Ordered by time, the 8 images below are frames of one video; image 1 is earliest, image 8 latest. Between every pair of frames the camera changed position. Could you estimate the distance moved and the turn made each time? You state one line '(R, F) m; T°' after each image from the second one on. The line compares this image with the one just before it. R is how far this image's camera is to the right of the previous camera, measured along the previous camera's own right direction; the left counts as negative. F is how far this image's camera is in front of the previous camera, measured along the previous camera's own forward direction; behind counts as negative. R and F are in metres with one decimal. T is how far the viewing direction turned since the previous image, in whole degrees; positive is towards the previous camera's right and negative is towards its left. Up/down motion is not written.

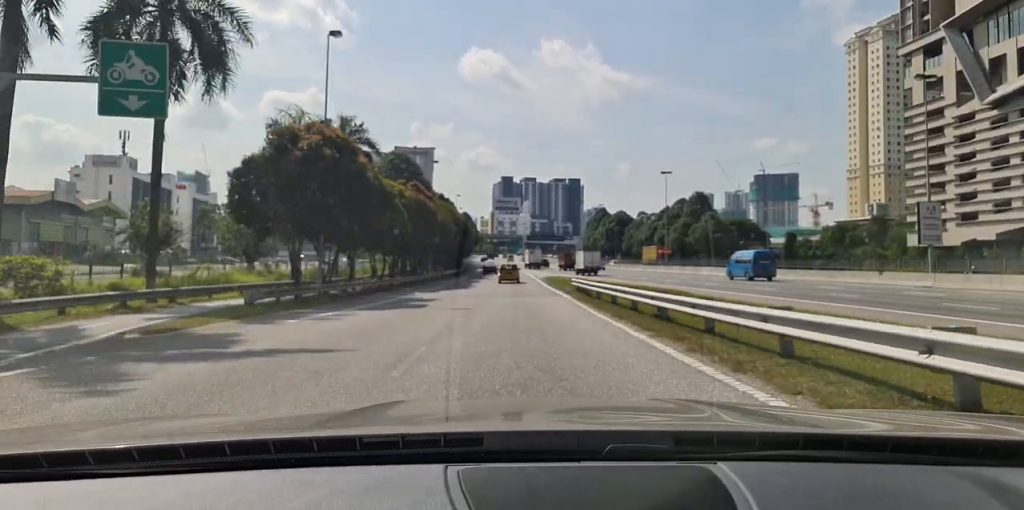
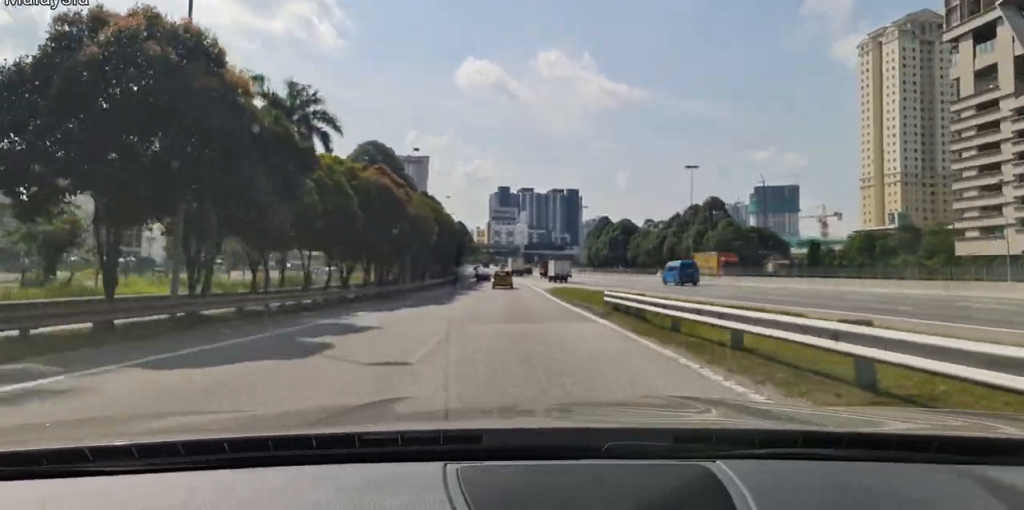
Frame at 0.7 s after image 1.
(-0.2, +12.2) m; +1°
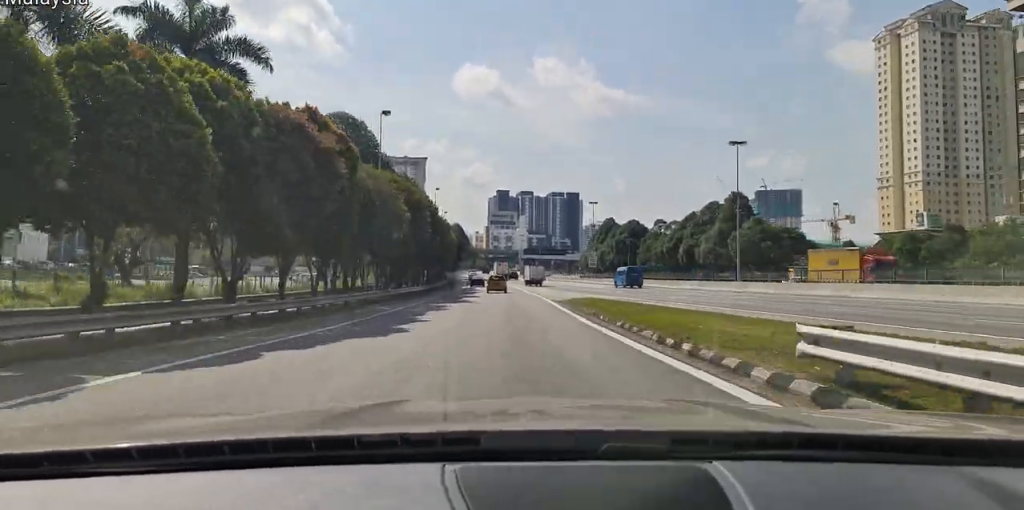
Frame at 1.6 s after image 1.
(+0.4, +15.7) m; 0°
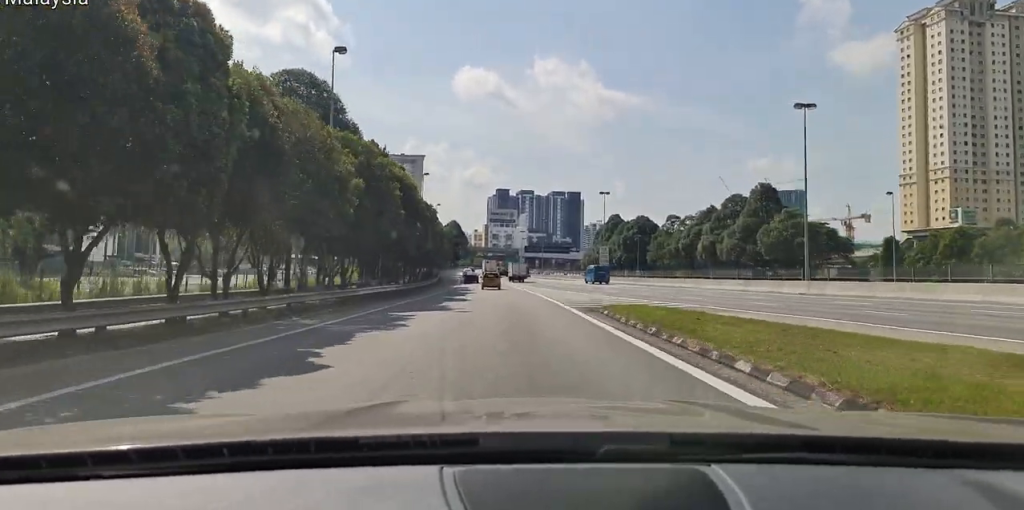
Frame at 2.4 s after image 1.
(-0.4, +14.4) m; -1°
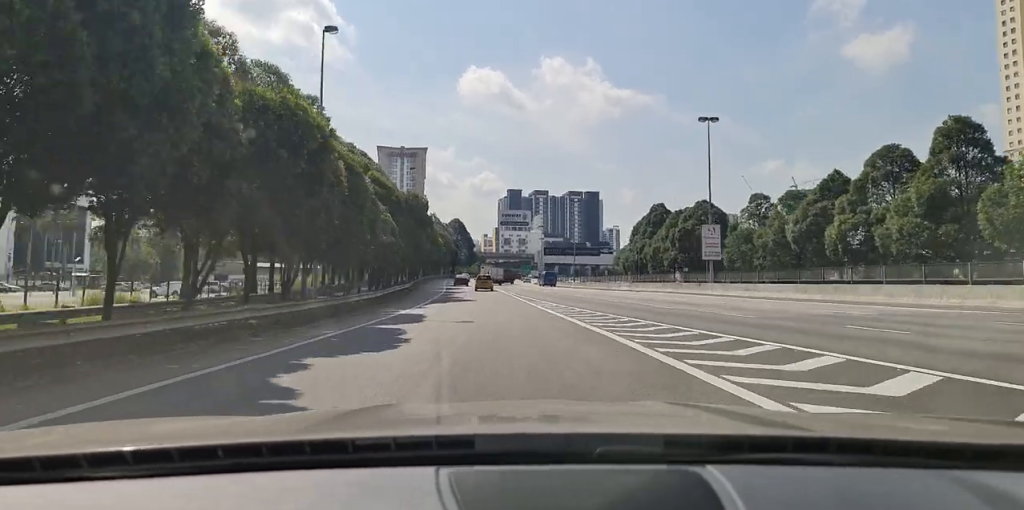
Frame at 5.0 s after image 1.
(-0.5, +47.1) m; -2°
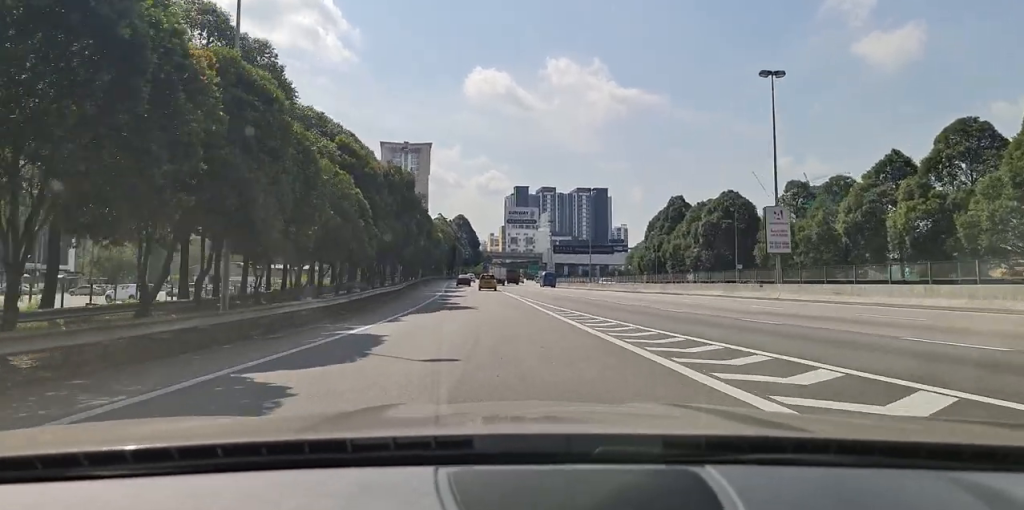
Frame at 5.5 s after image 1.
(0.0, +10.1) m; -1°
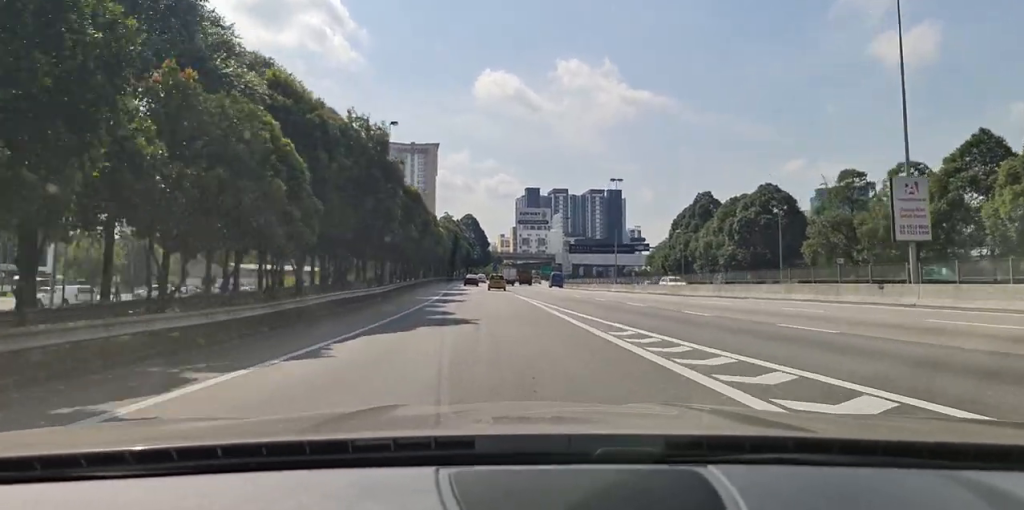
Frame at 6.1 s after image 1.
(-0.1, +10.9) m; -1°
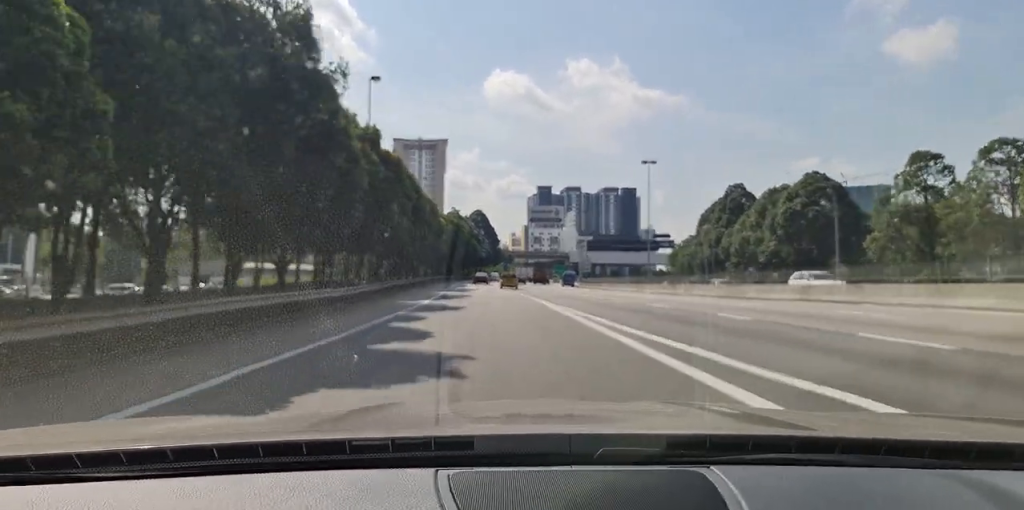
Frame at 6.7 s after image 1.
(-0.2, +11.6) m; -1°
